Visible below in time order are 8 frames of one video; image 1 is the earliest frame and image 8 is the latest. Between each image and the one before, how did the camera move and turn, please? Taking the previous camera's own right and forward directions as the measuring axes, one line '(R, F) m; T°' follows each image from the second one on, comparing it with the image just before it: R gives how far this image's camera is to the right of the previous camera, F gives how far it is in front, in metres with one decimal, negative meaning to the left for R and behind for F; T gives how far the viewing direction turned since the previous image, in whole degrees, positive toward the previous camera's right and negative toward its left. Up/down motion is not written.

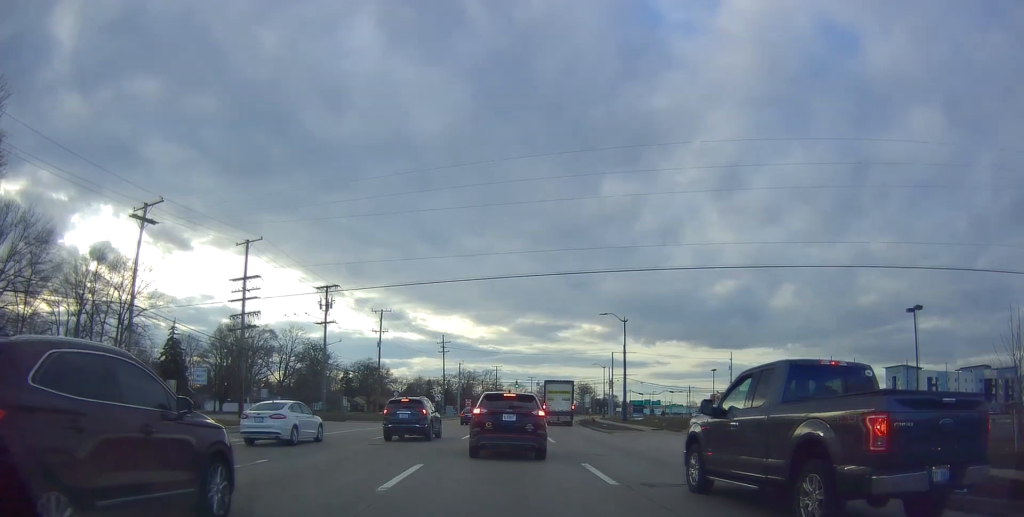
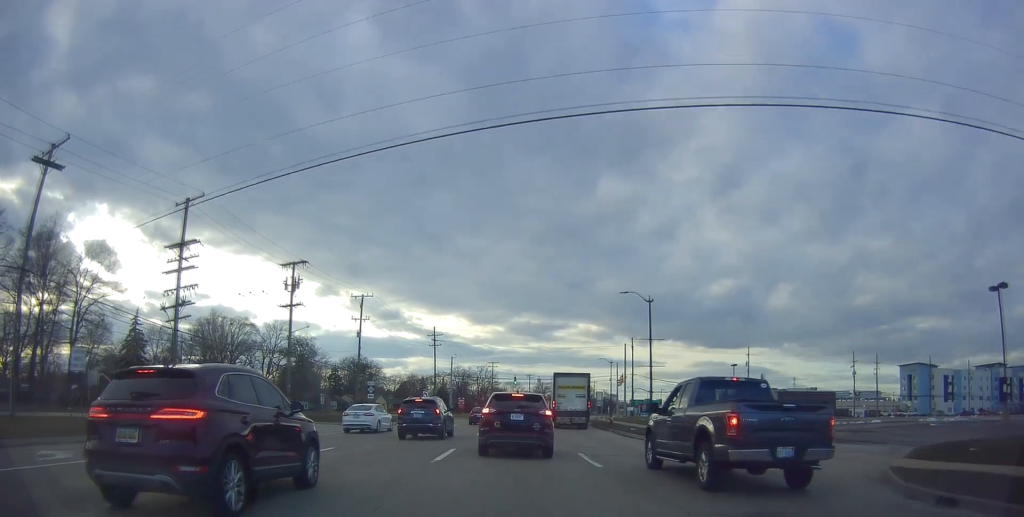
(+0.2, +11.7) m; +2°
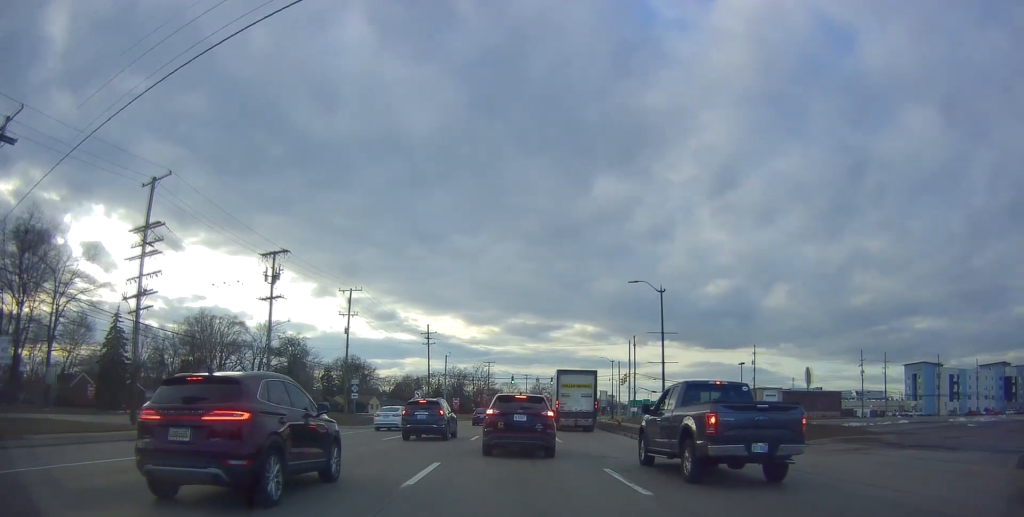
(-0.1, +5.0) m; +1°
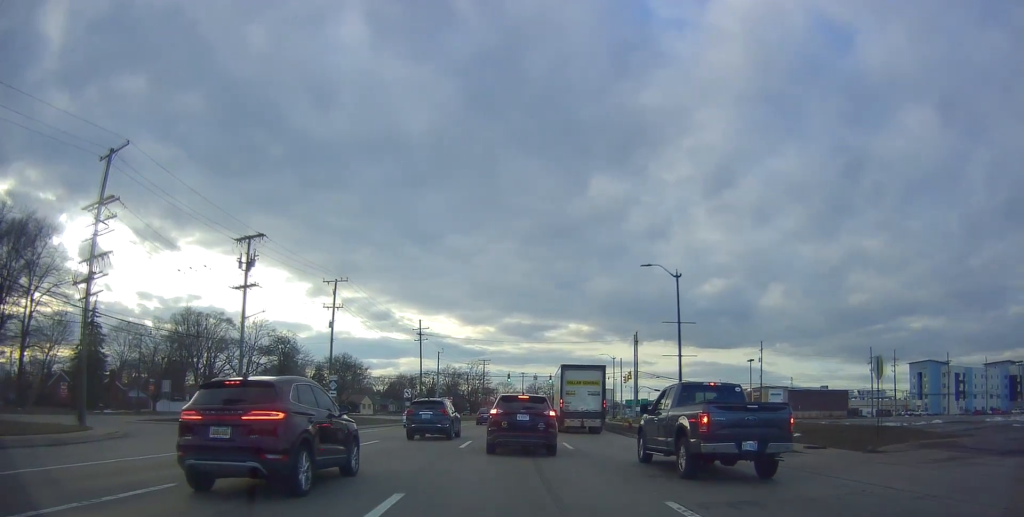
(+0.3, +5.1) m; +1°
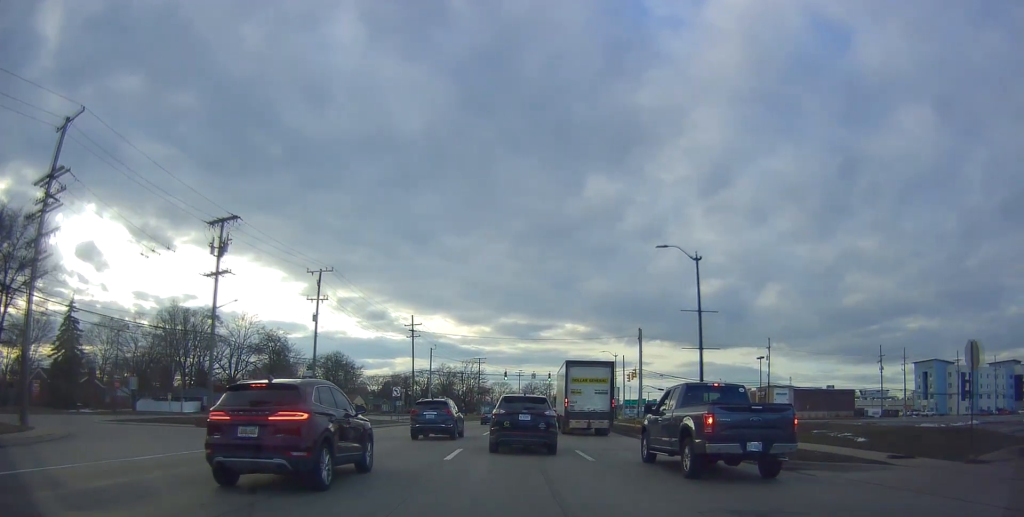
(0.0, +5.1) m; -1°
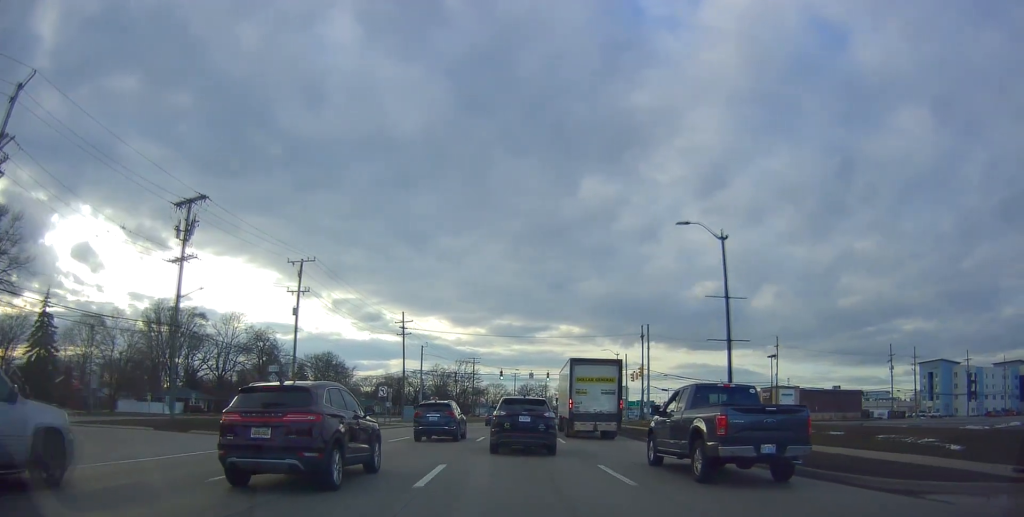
(0.0, +5.0) m; -2°
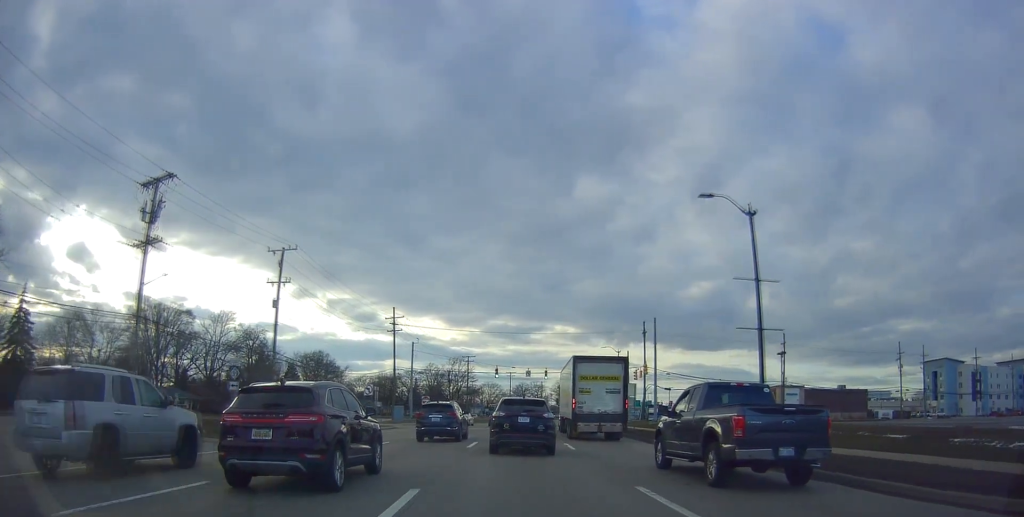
(-0.1, +4.2) m; +1°
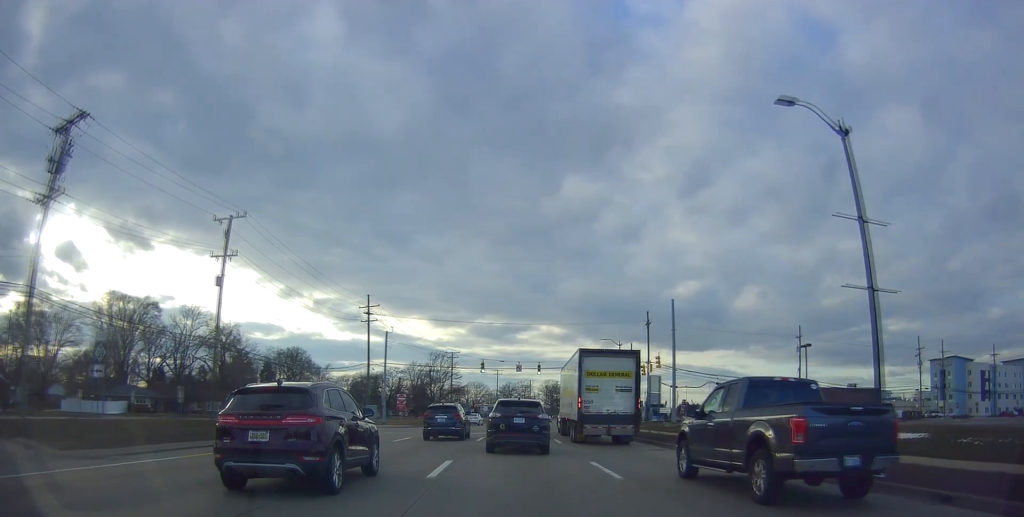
(+0.3, +9.0) m; +3°
